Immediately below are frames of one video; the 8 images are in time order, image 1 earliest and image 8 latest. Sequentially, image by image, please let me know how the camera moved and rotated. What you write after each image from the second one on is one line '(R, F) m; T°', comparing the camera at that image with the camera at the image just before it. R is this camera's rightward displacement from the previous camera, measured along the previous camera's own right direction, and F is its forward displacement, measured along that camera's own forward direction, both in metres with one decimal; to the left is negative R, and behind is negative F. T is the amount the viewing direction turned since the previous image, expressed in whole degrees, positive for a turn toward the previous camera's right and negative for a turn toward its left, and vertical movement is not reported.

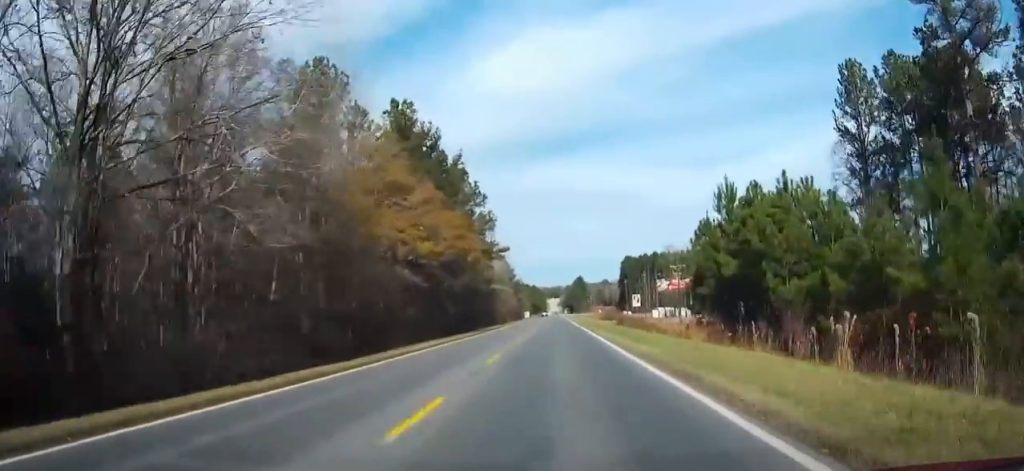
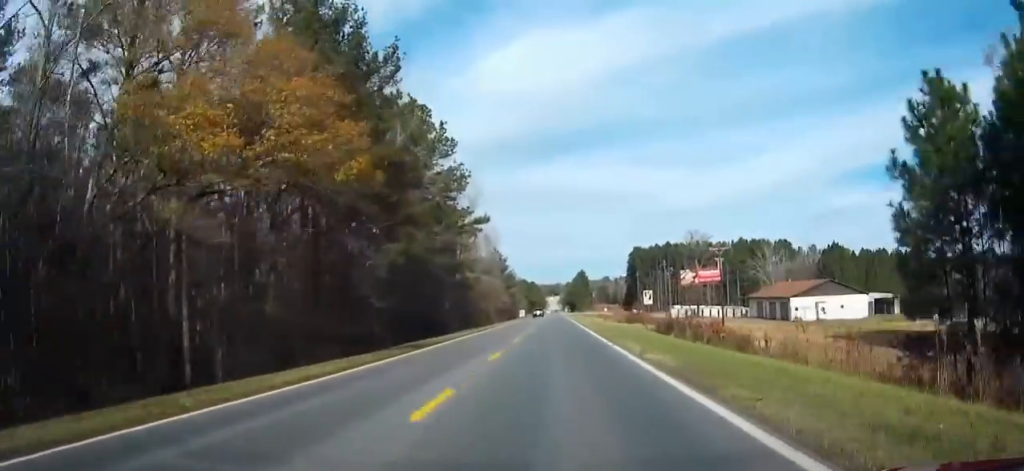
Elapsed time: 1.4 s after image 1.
(0.0, +31.6) m; 0°
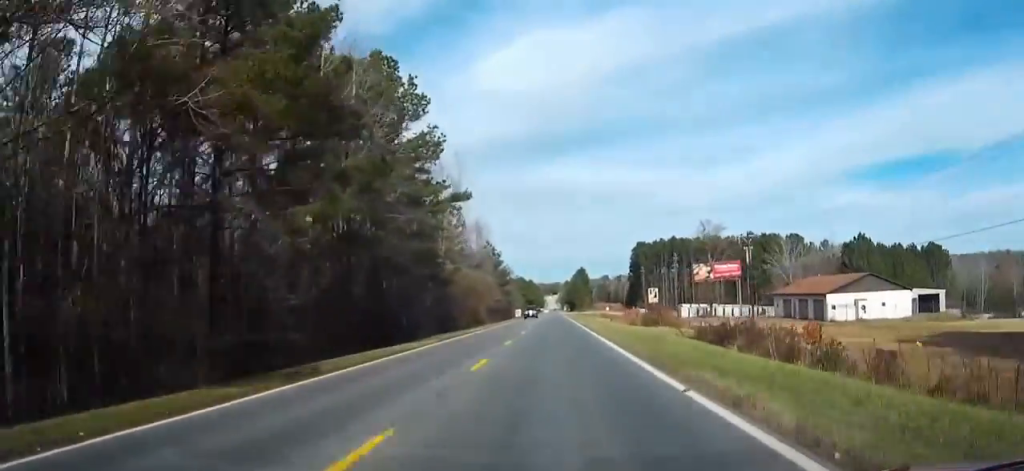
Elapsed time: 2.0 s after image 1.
(0.0, +14.7) m; 0°
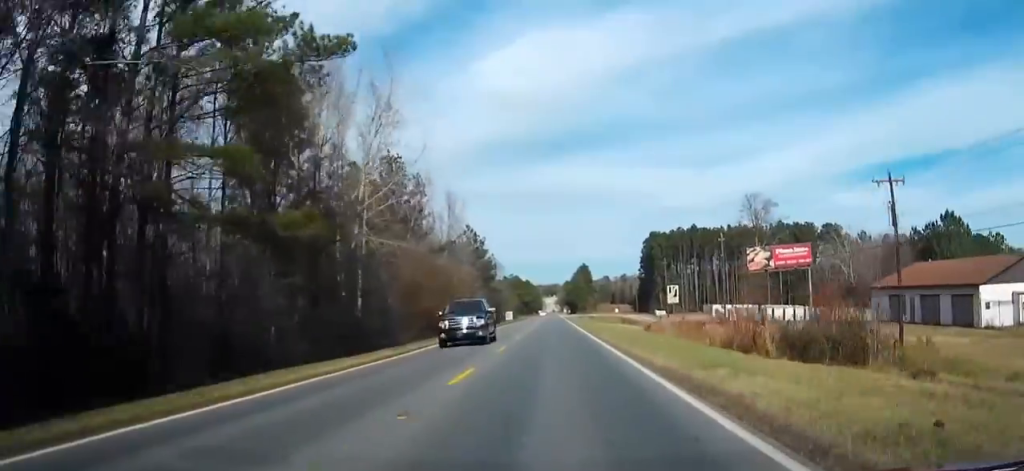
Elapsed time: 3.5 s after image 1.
(-0.1, +35.1) m; 0°
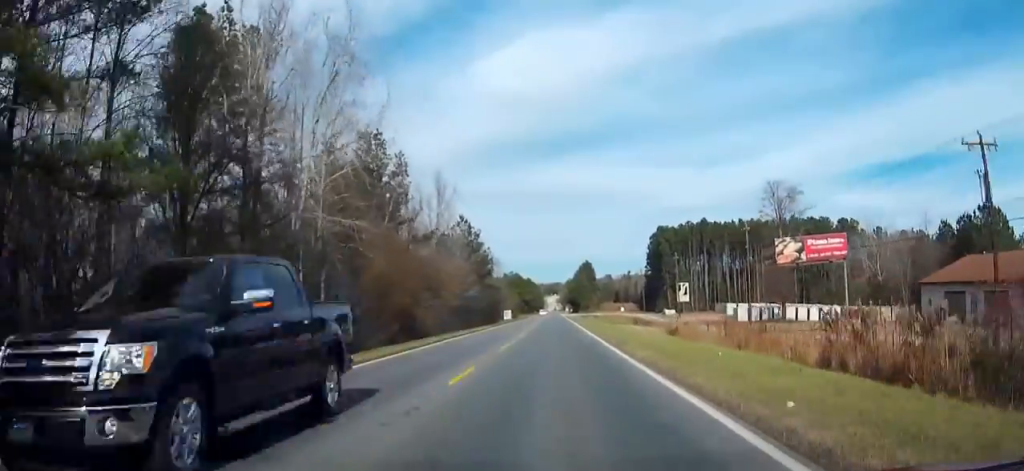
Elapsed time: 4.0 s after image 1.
(+0.1, +11.0) m; 0°
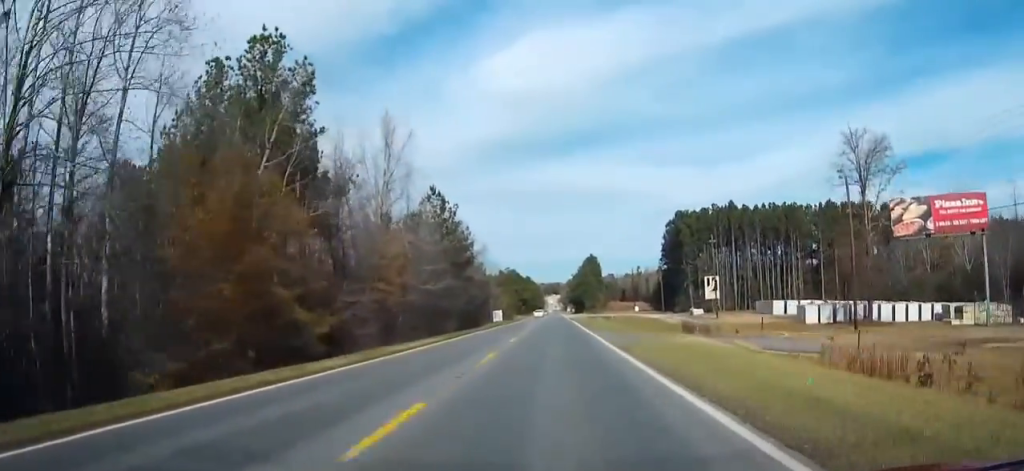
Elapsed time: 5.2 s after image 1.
(+0.1, +28.3) m; 0°
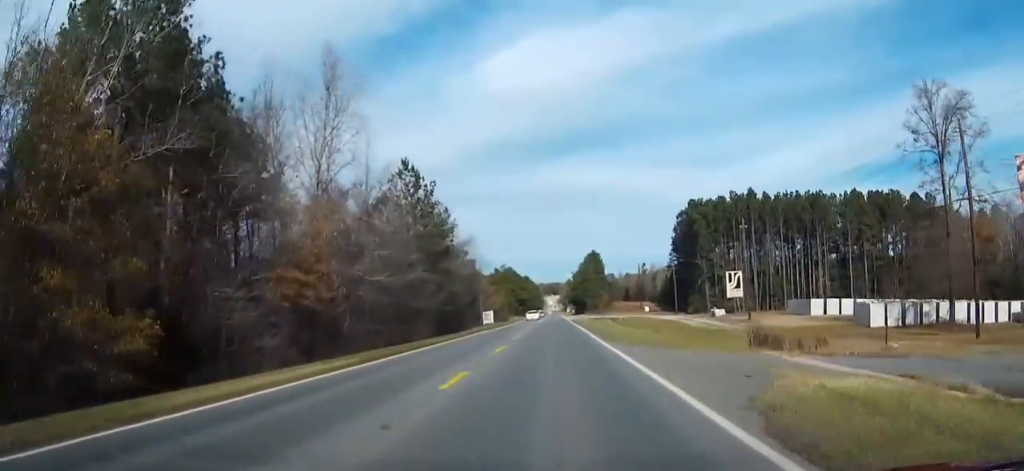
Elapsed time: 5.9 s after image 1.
(0.0, +16.5) m; 0°
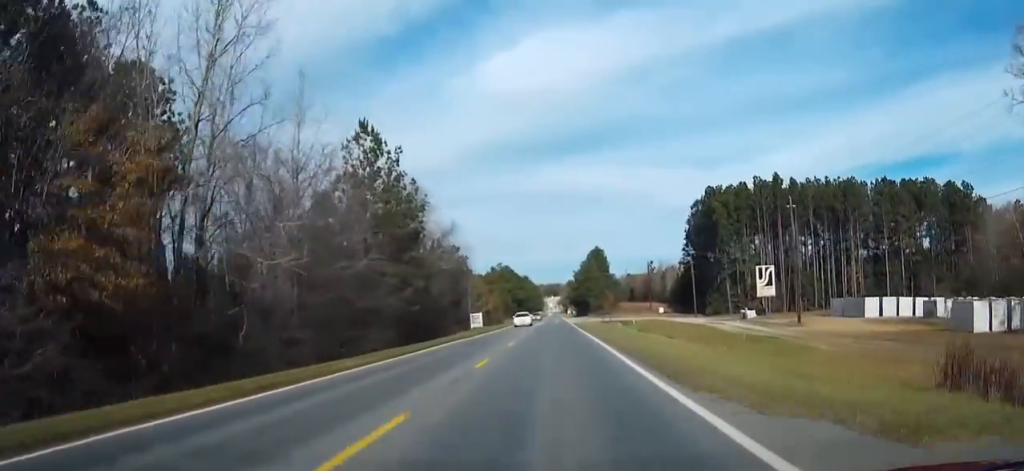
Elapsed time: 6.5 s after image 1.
(-0.1, +15.7) m; 0°
